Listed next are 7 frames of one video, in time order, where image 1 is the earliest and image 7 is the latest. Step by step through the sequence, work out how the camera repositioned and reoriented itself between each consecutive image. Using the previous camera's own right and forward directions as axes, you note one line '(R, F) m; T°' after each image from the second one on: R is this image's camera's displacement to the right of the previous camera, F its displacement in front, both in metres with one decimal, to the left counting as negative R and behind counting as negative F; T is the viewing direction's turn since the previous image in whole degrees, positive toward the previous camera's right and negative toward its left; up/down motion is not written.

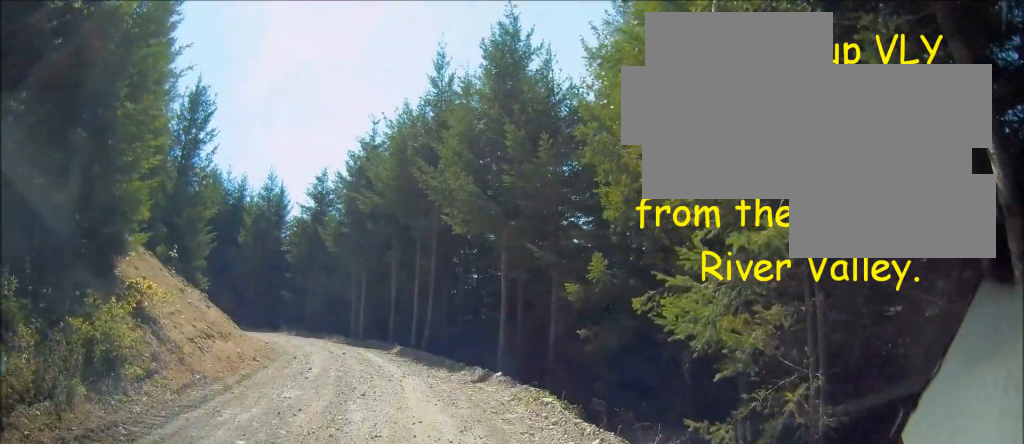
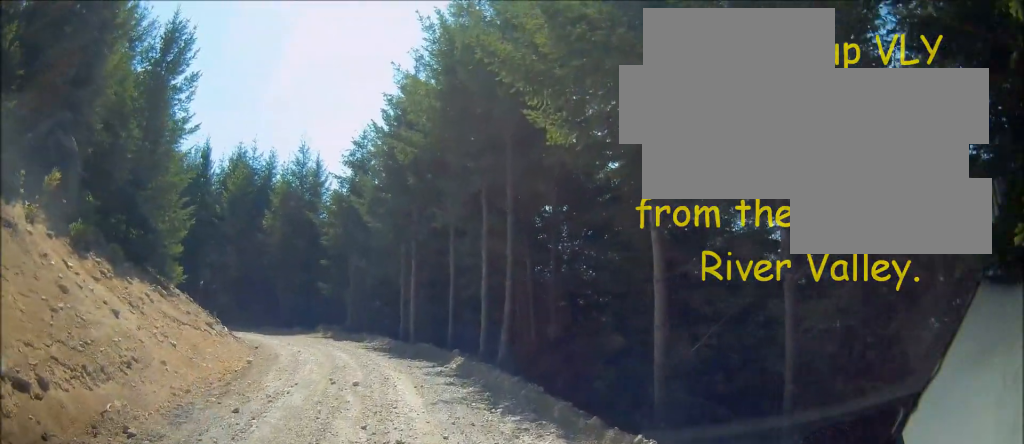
(-0.4, +9.5) m; -12°
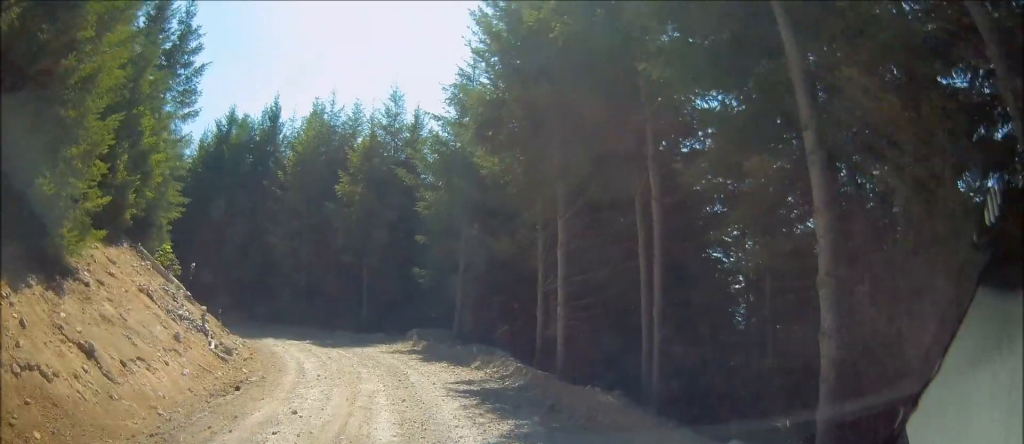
(-1.7, +11.6) m; -14°
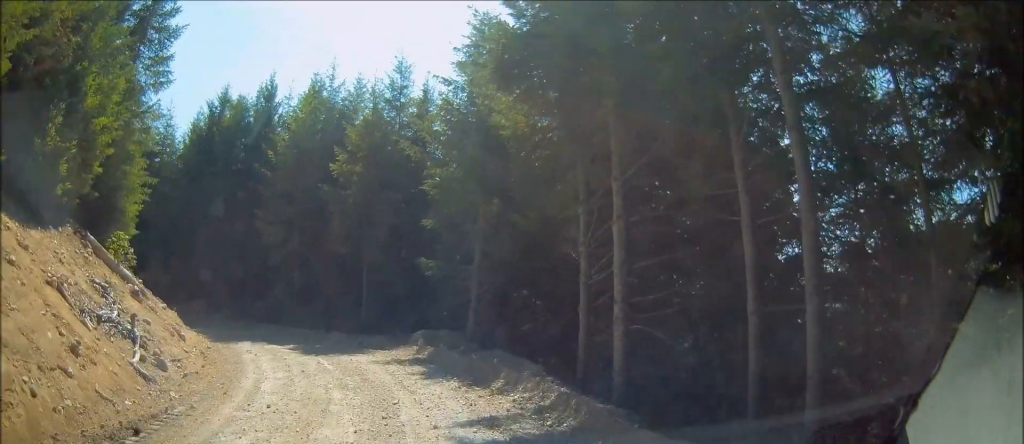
(-0.2, +4.1) m; -3°
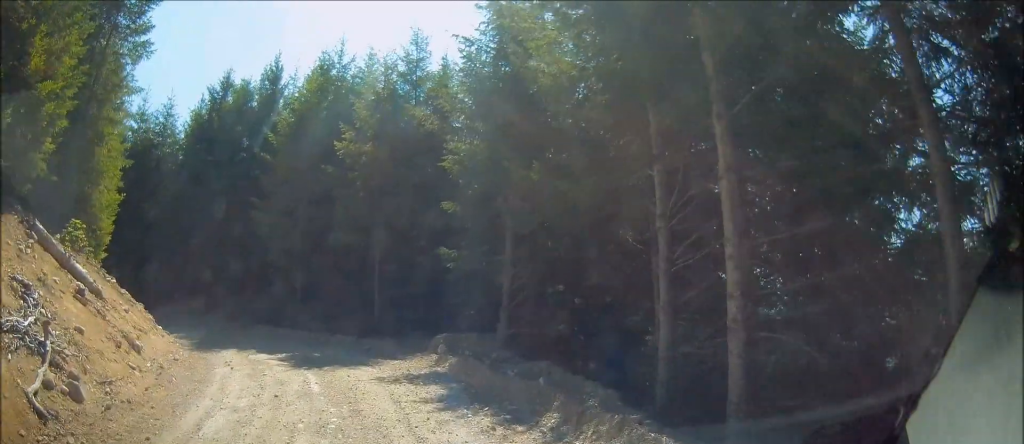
(-0.1, +3.6) m; -4°
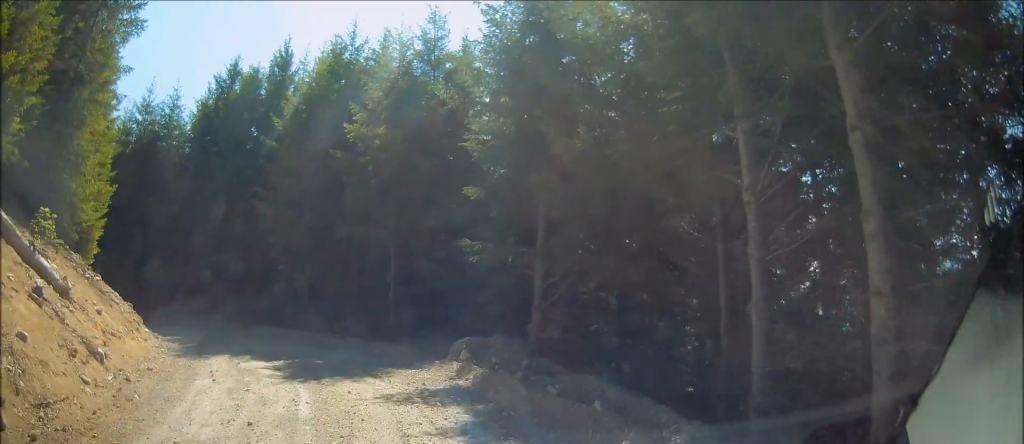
(+0.1, +2.5) m; -3°
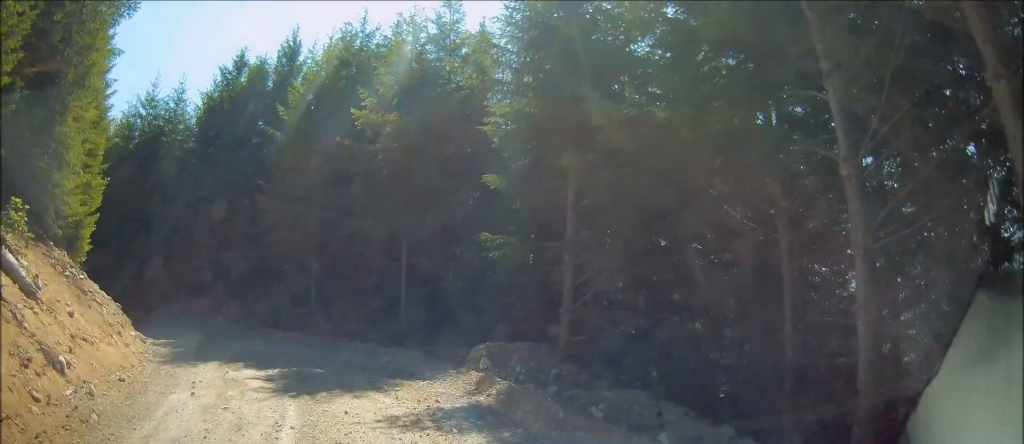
(-0.2, +1.9) m; -3°
